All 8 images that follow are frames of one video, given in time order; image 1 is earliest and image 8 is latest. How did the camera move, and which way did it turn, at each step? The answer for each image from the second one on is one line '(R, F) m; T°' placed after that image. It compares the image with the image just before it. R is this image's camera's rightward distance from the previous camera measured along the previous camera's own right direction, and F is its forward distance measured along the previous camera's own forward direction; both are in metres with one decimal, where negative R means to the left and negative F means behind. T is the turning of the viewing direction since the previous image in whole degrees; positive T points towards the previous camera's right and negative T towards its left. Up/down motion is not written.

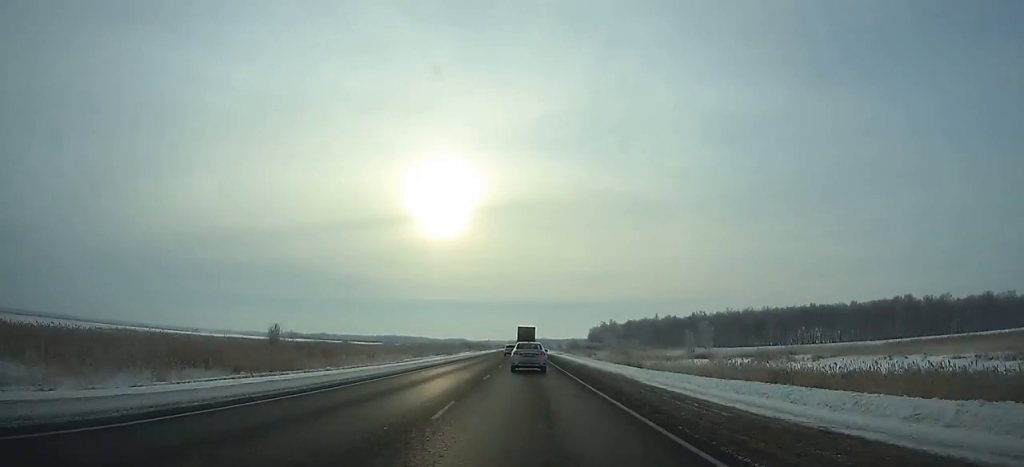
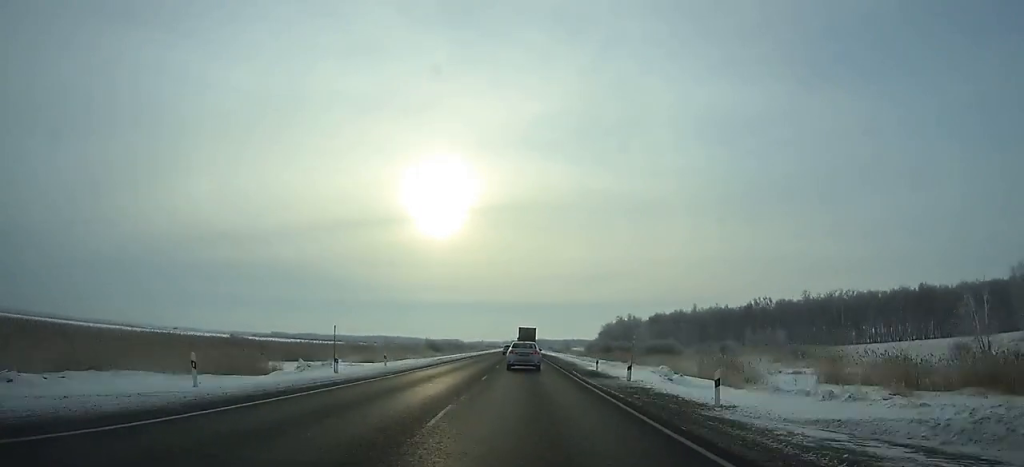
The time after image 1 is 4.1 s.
(+0.2, +96.0) m; 0°
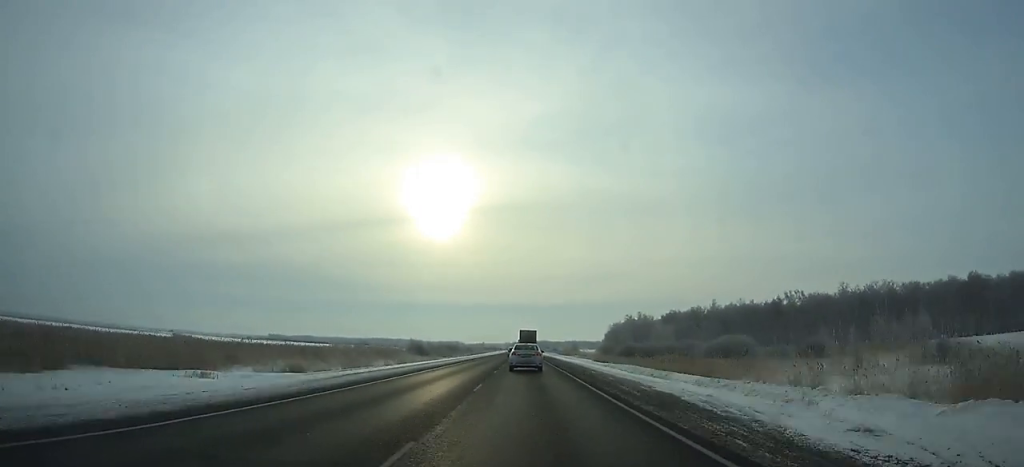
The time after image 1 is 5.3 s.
(0.0, +28.1) m; 0°
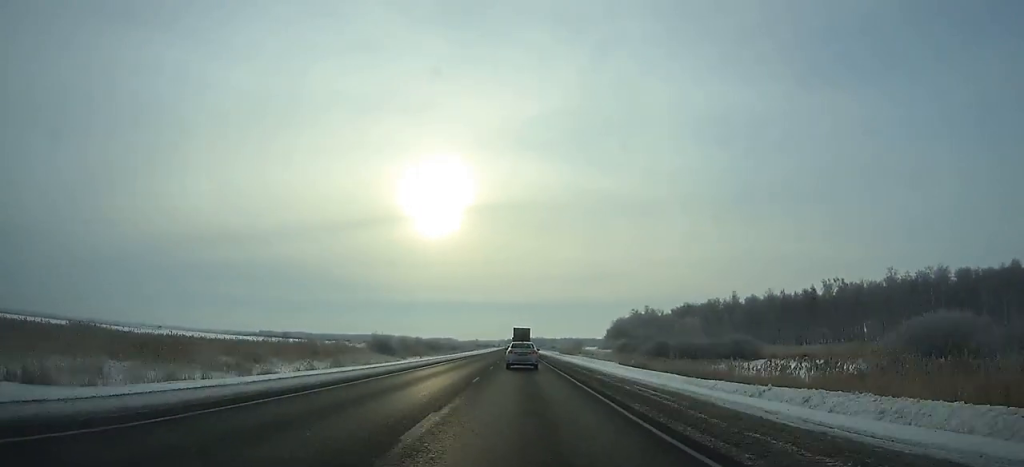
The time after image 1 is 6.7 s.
(+0.1, +32.9) m; 0°
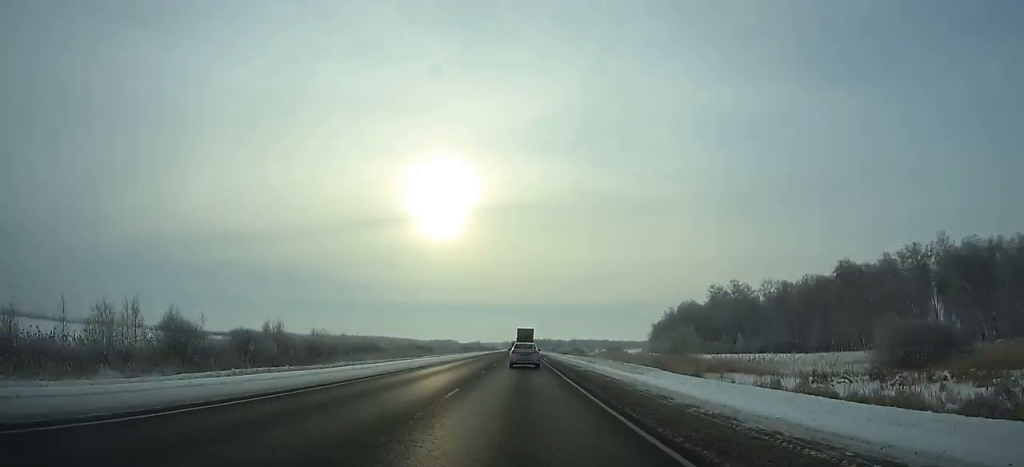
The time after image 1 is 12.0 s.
(-0.2, +125.3) m; 0°
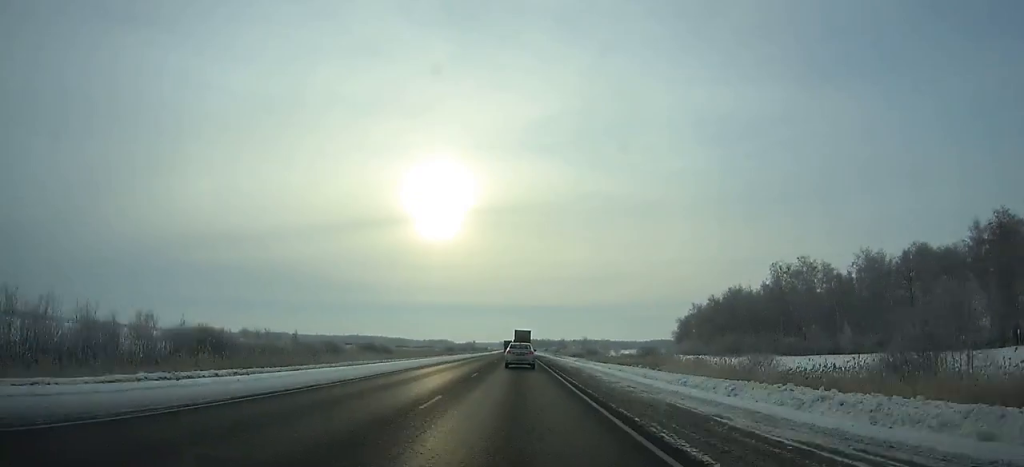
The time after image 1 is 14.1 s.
(+0.1, +49.8) m; 0°
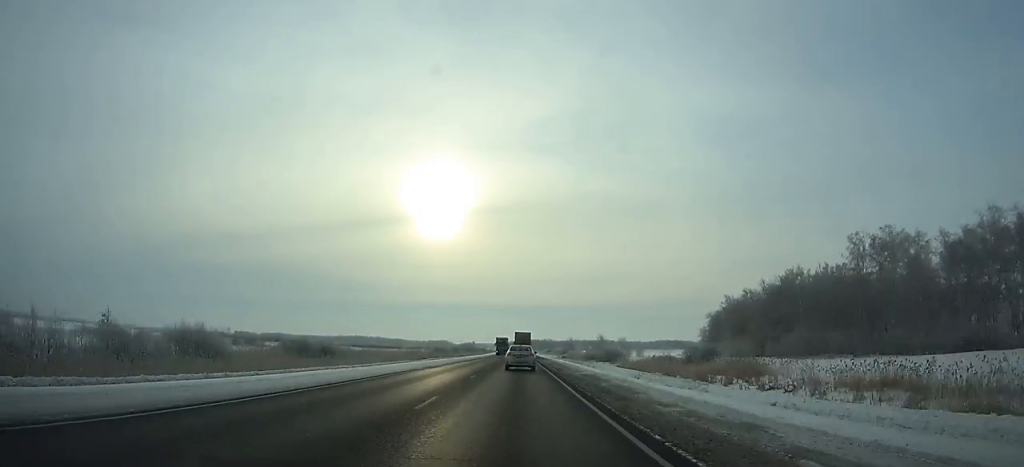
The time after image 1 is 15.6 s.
(0.0, +35.7) m; 0°
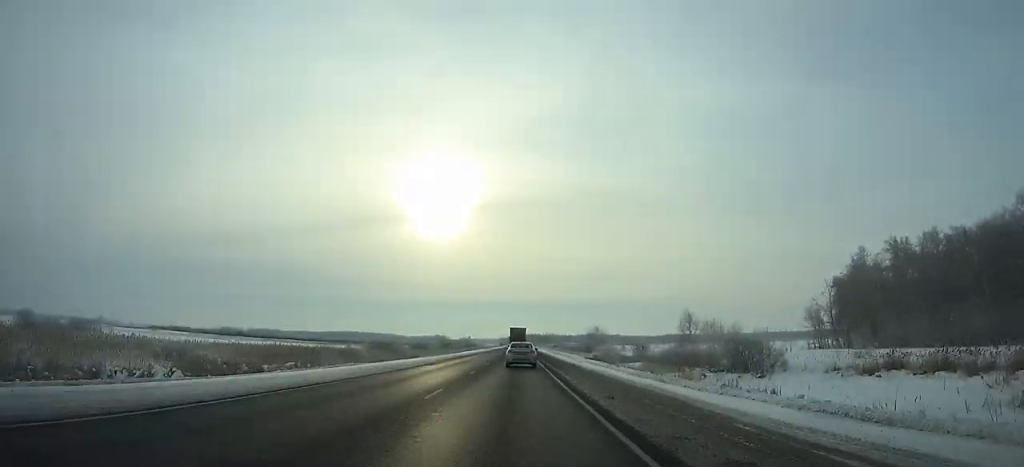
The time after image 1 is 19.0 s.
(-0.3, +80.6) m; 0°
